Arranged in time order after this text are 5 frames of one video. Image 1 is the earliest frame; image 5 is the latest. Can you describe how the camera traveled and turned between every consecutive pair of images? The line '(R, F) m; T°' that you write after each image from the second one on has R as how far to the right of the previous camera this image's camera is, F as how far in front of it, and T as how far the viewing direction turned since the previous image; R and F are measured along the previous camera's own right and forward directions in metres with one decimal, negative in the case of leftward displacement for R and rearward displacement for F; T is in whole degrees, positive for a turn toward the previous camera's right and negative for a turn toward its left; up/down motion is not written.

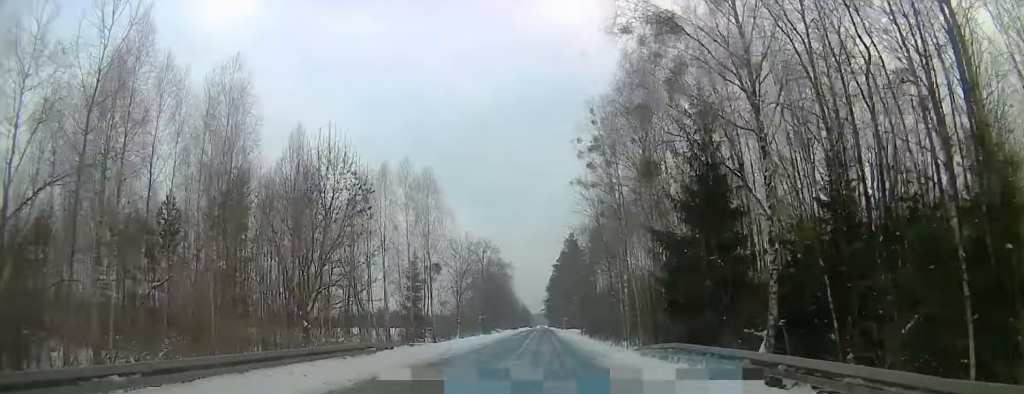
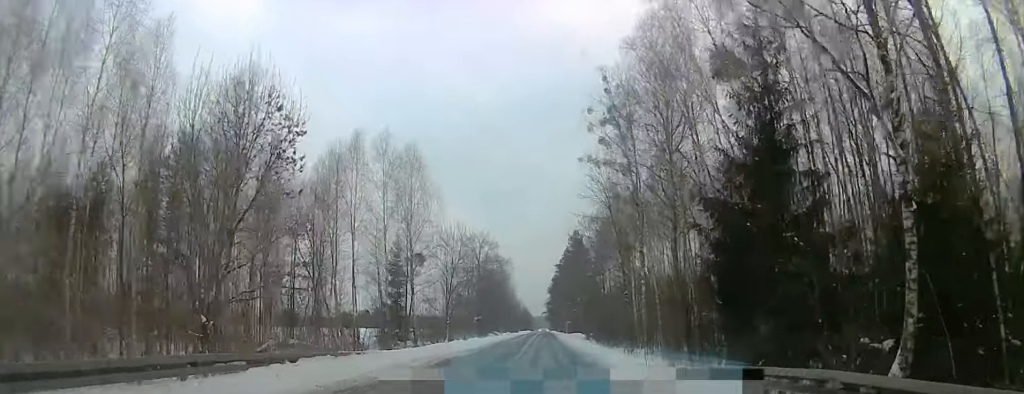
(-0.5, +9.0) m; -3°
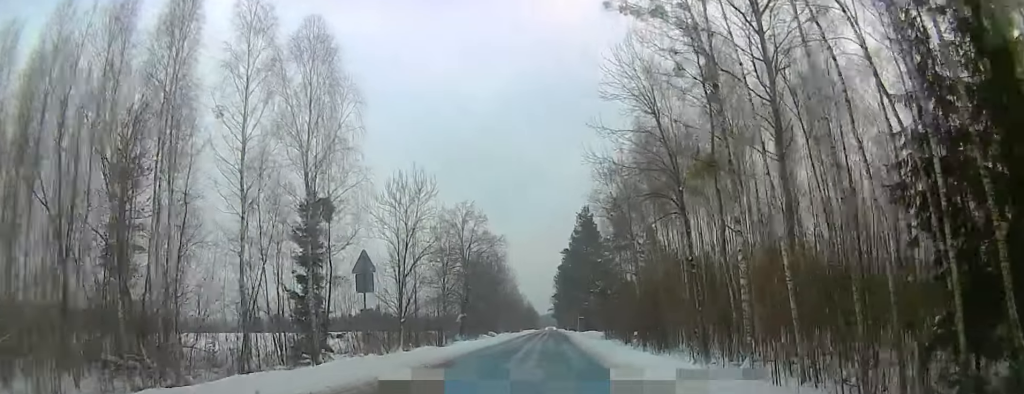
(0.0, +23.3) m; 0°
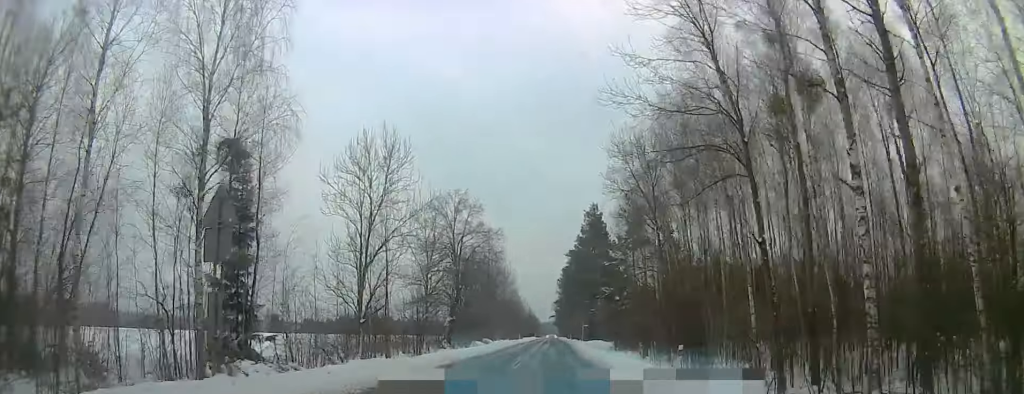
(-0.1, +9.8) m; 0°
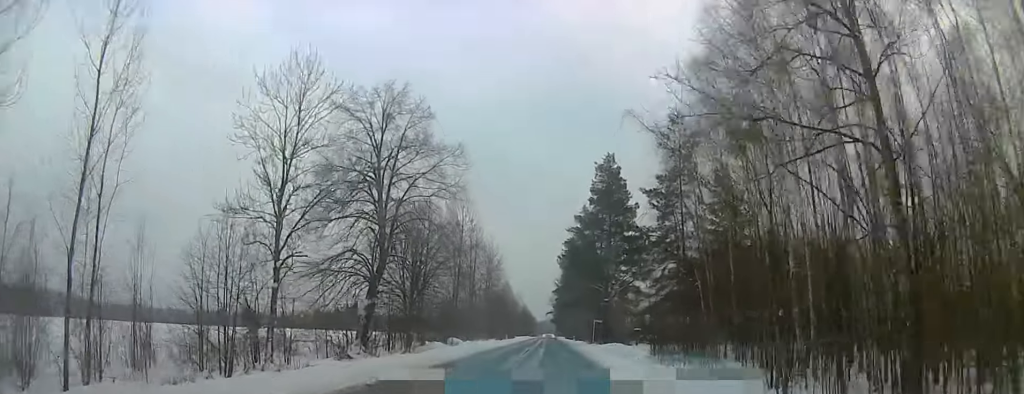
(+0.3, +28.1) m; +1°
